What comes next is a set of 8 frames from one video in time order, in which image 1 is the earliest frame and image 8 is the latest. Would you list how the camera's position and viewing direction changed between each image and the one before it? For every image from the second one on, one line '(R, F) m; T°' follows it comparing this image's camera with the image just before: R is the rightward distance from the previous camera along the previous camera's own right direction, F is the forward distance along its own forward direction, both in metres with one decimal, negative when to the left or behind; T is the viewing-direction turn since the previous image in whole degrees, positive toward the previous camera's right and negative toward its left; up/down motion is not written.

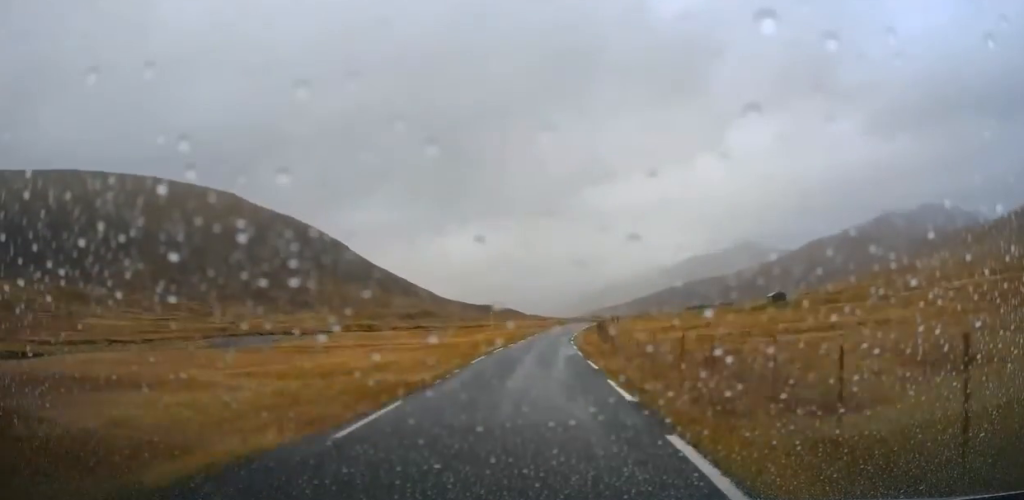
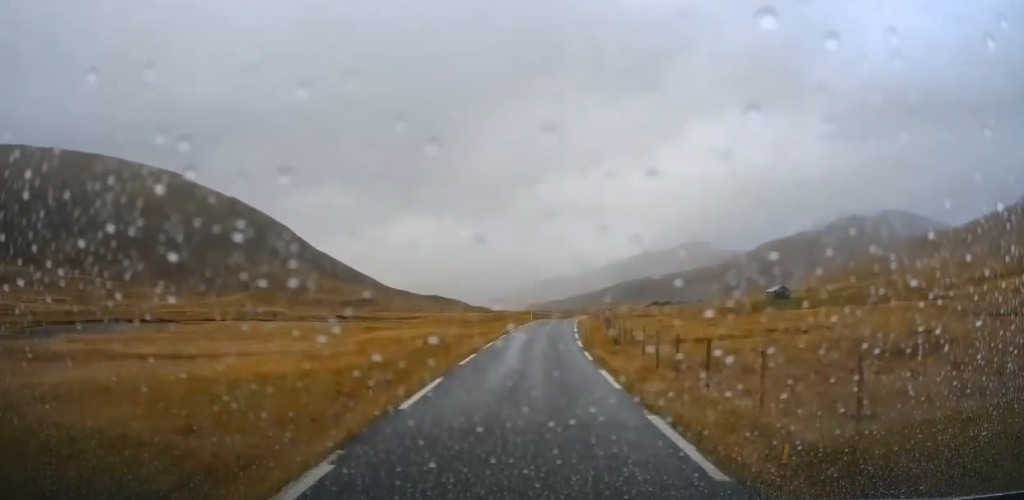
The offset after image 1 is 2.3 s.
(+1.8, +40.9) m; +5°
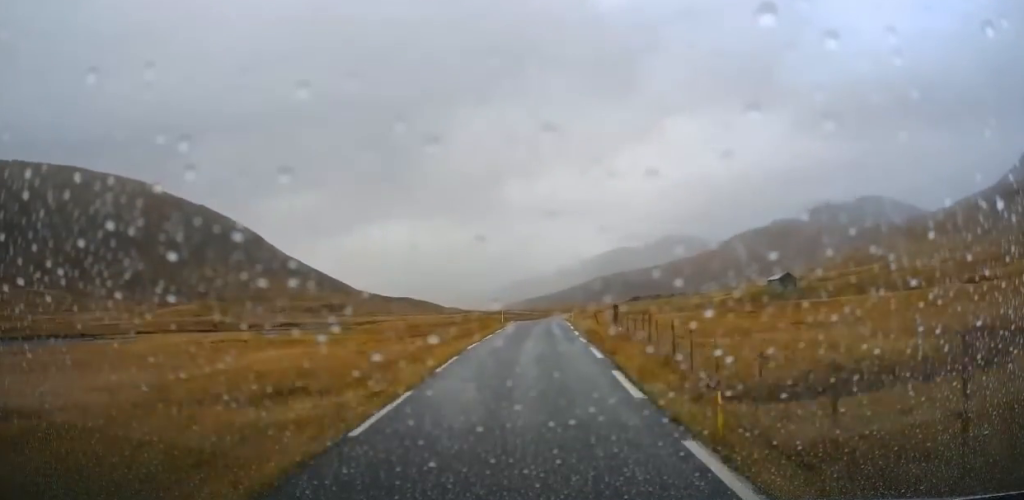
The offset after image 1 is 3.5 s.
(+0.7, +20.0) m; +2°
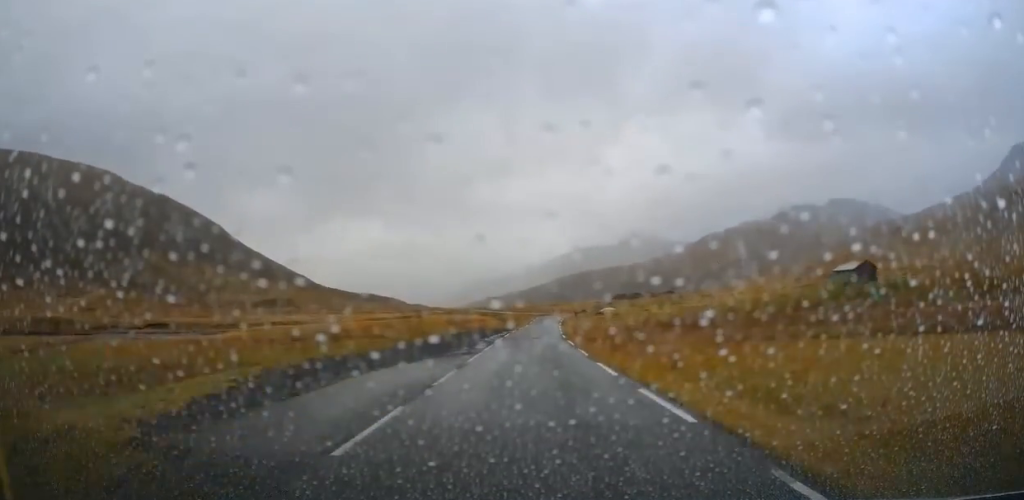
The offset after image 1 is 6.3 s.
(+2.1, +49.7) m; +4°
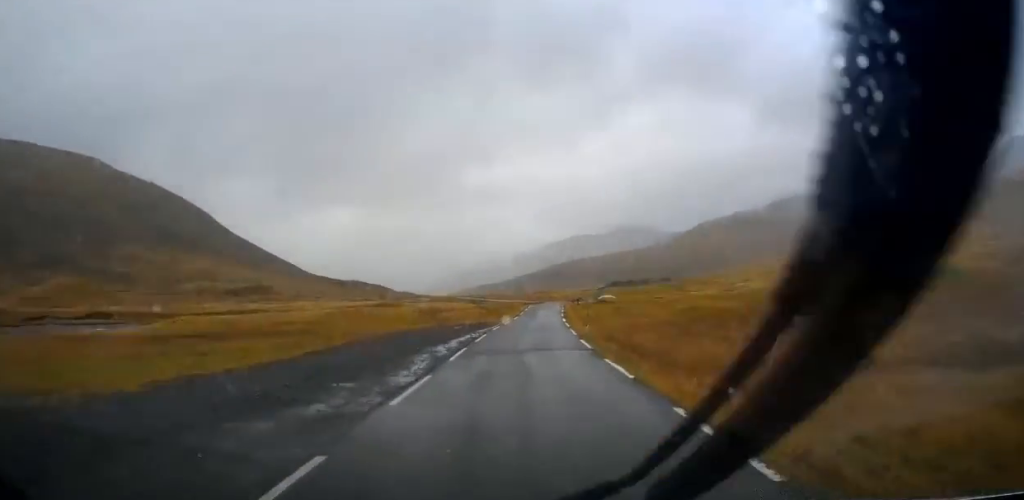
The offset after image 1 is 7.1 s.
(+0.3, +15.5) m; +1°
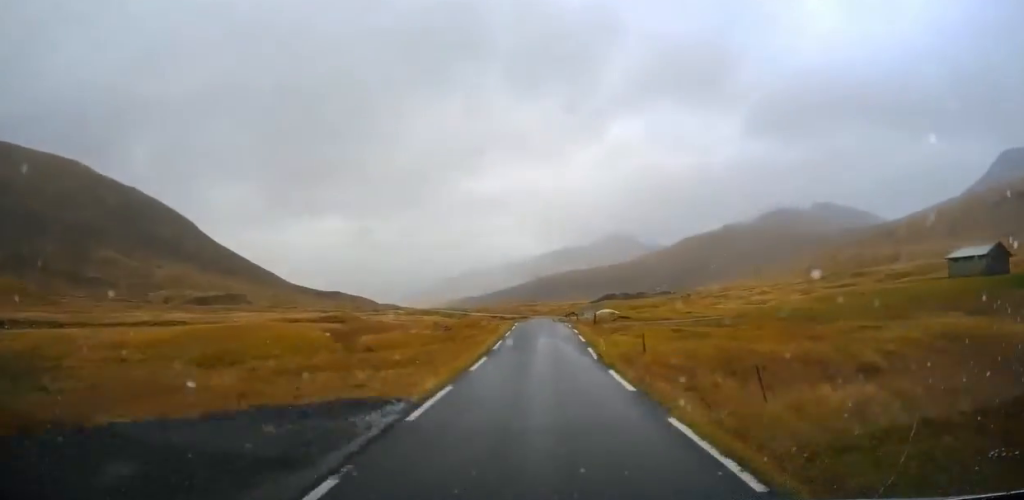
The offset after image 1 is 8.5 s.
(+0.3, +23.9) m; +1°
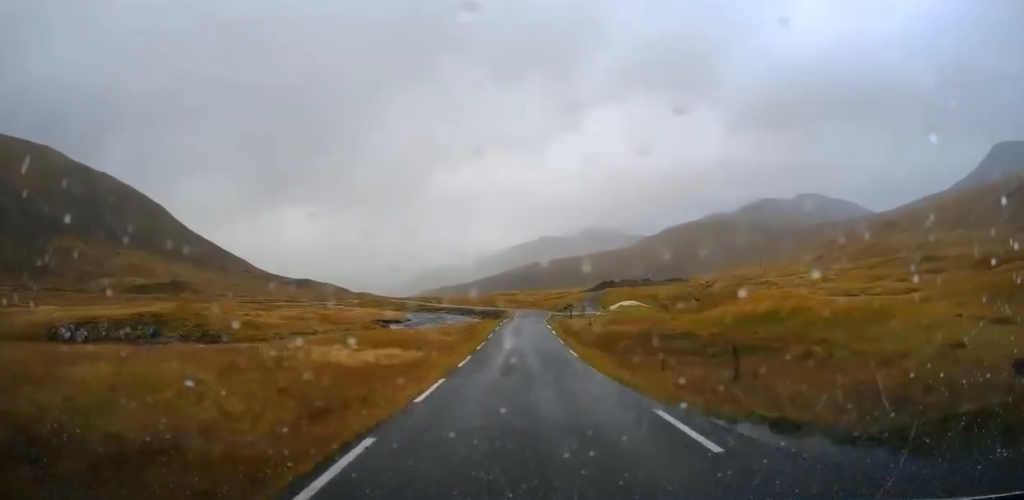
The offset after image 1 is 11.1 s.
(+0.7, +46.5) m; +1°
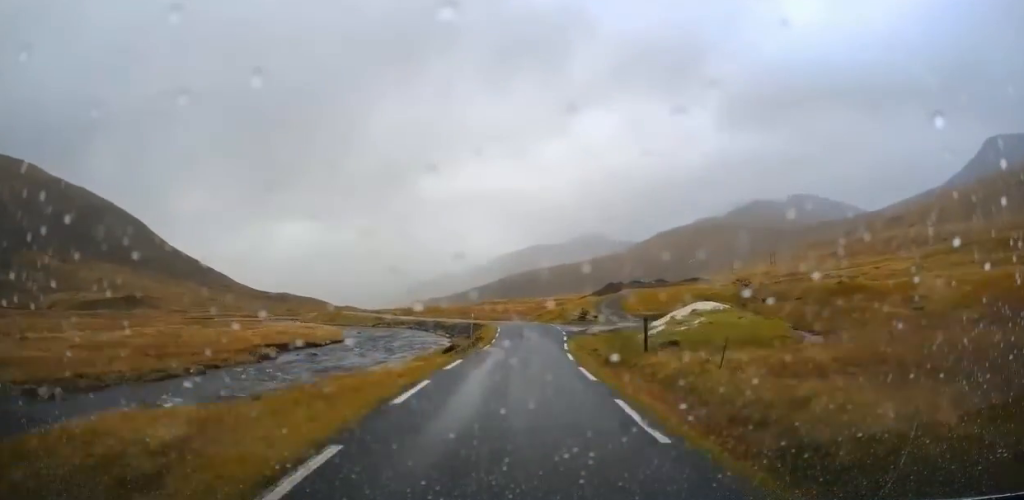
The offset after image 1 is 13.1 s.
(+0.1, +36.8) m; +1°
